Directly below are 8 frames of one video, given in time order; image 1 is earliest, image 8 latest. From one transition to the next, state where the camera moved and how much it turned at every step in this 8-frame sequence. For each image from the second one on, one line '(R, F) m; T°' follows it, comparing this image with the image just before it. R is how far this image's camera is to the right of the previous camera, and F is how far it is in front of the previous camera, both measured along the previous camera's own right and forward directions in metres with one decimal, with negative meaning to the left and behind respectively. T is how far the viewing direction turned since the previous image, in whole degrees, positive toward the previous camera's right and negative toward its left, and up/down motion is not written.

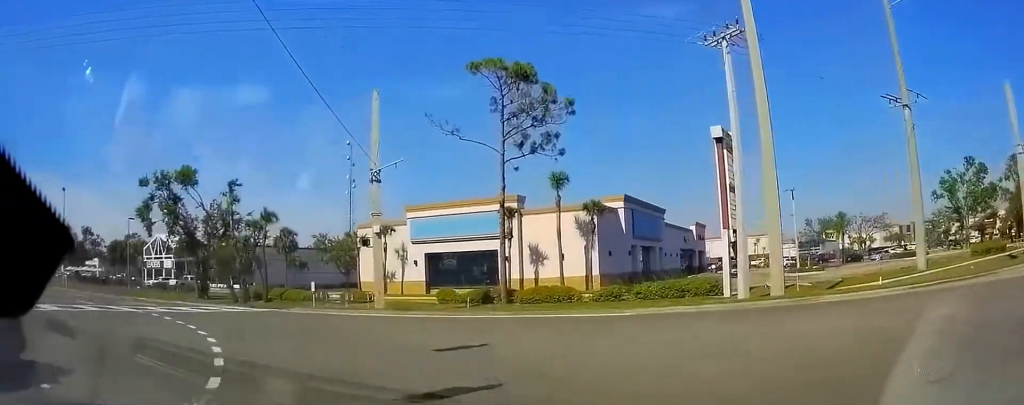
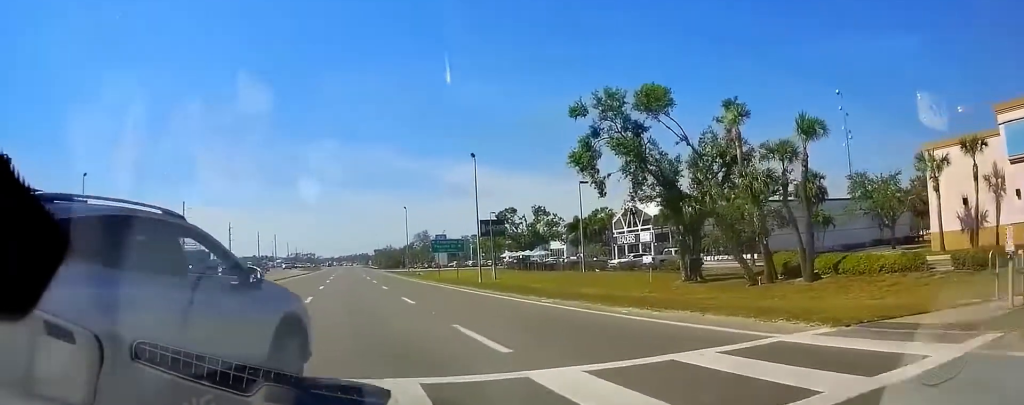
(-6.4, +16.6) m; -33°
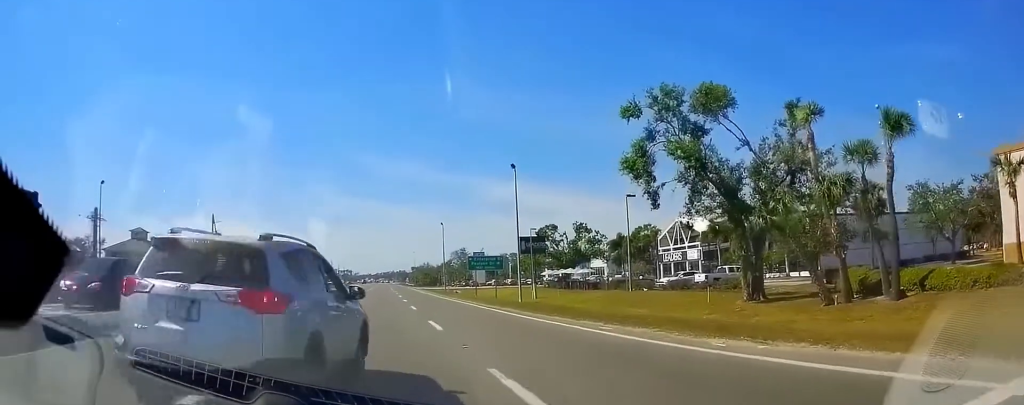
(-0.1, +5.1) m; -9°
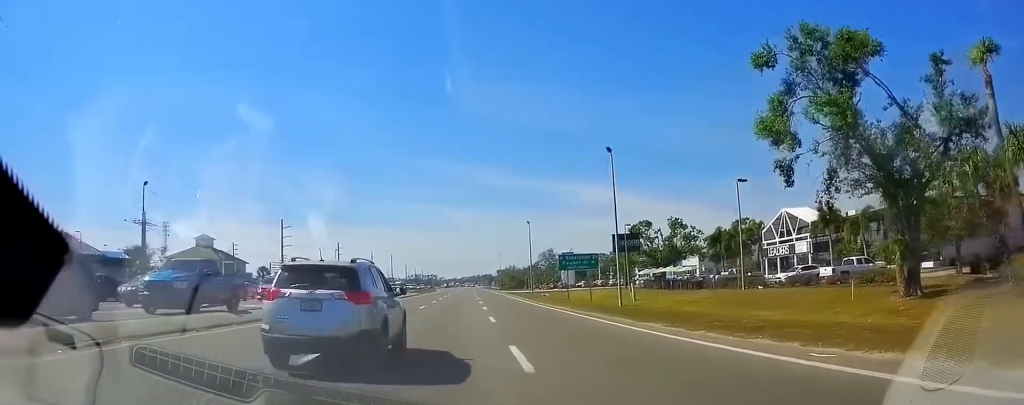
(-2.0, +9.6) m; -19°
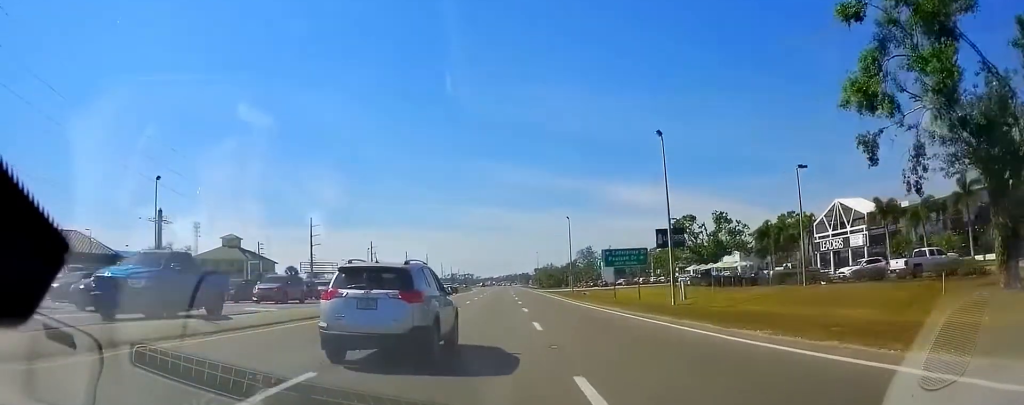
(-0.2, +4.7) m; -4°
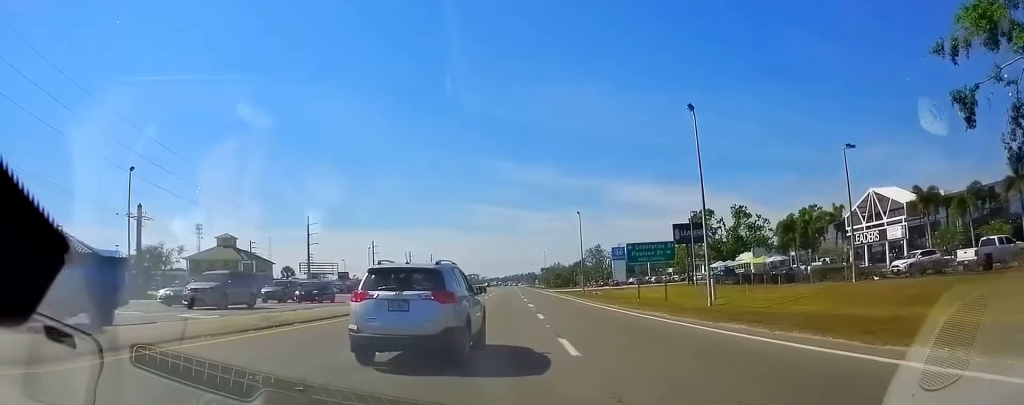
(-0.1, +5.6) m; -3°
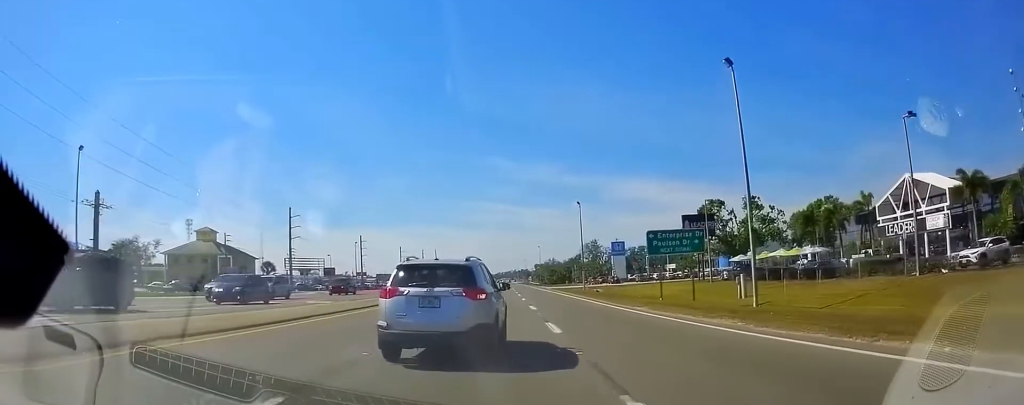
(-0.3, +7.0) m; -4°
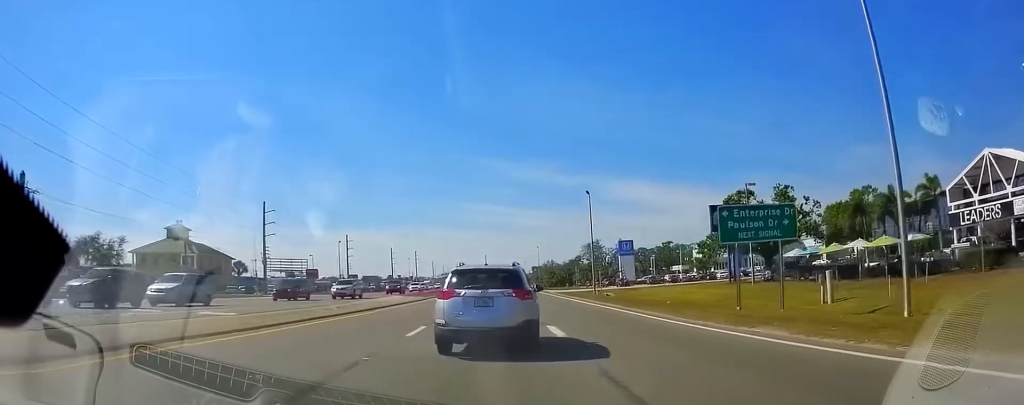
(-0.1, +12.7) m; +1°
